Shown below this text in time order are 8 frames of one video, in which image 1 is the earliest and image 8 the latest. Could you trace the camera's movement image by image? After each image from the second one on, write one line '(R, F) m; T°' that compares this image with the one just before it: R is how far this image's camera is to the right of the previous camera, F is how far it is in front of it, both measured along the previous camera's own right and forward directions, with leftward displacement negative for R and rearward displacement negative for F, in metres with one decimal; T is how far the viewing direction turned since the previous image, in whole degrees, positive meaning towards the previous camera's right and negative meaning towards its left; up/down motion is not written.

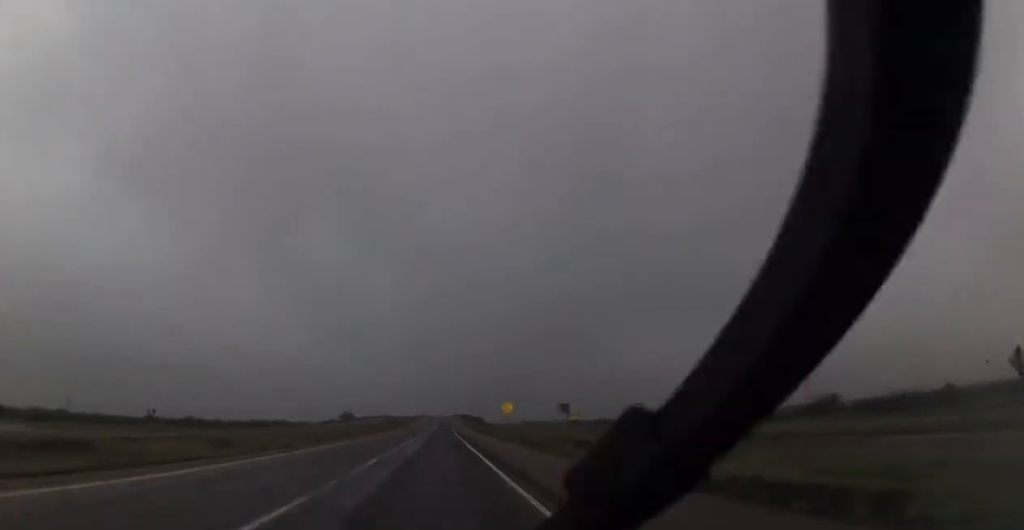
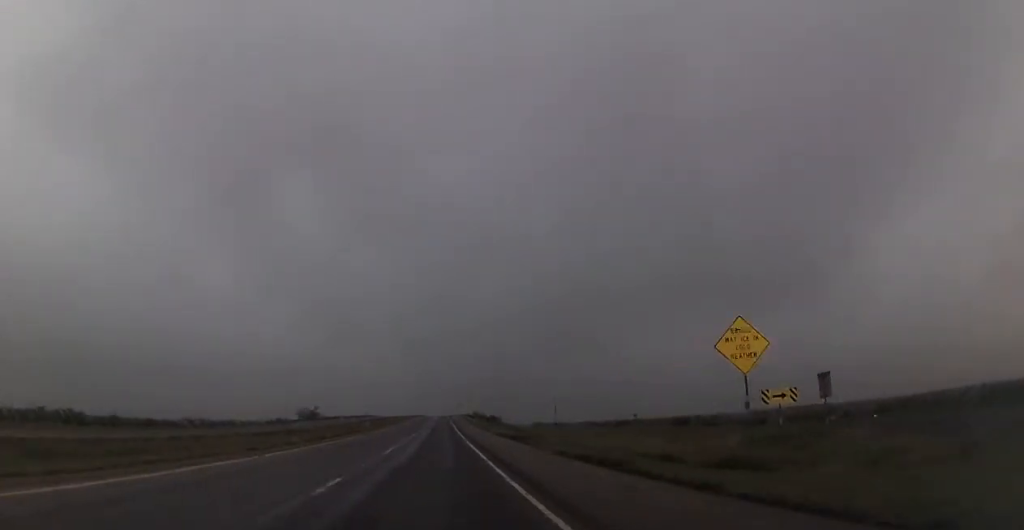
(+0.2, +67.8) m; +1°
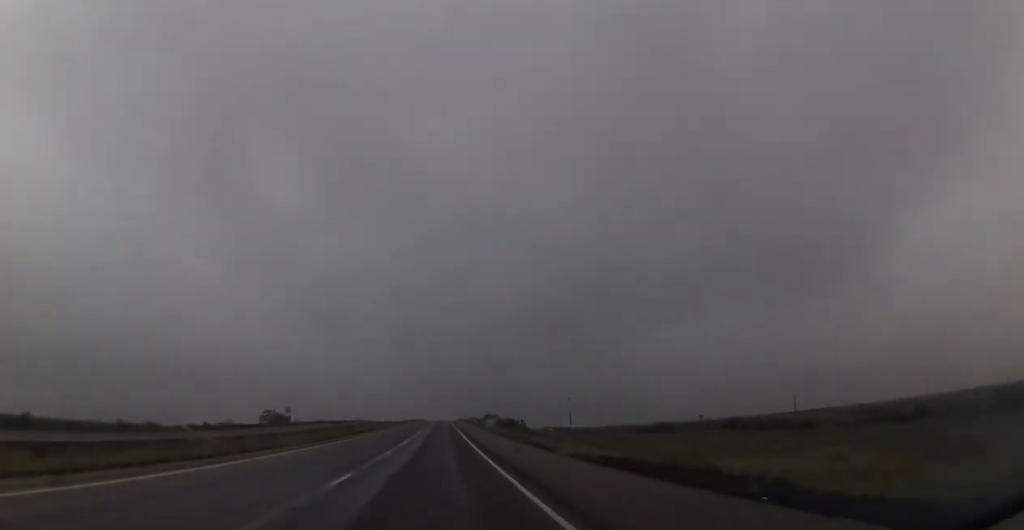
(-0.1, +35.1) m; 0°
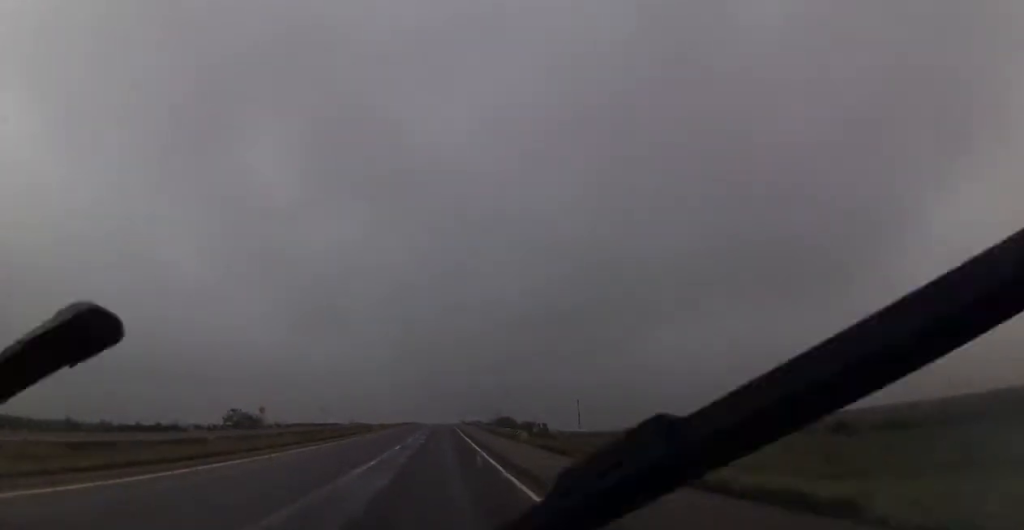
(0.0, +21.8) m; 0°
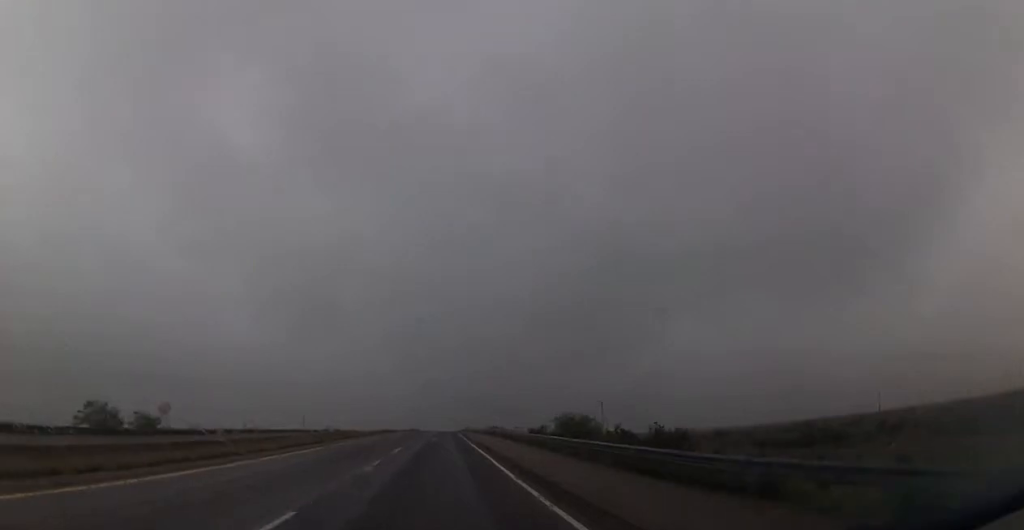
(-0.1, +45.9) m; 0°
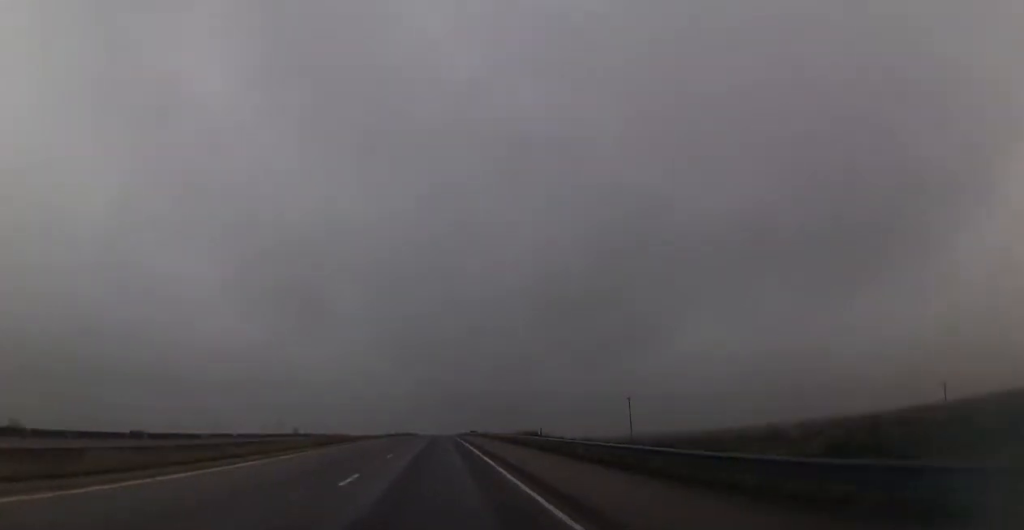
(-0.1, +40.7) m; 0°
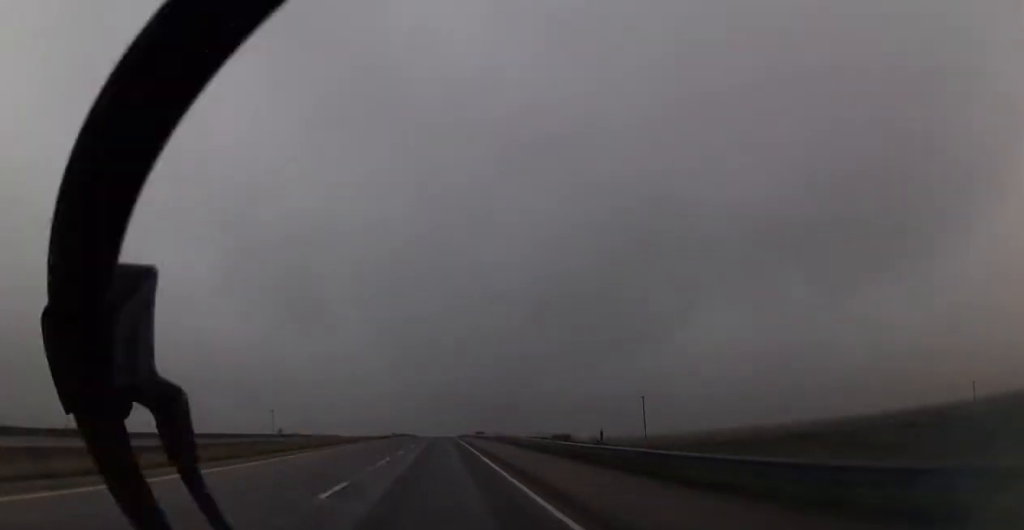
(0.0, +14.4) m; 0°
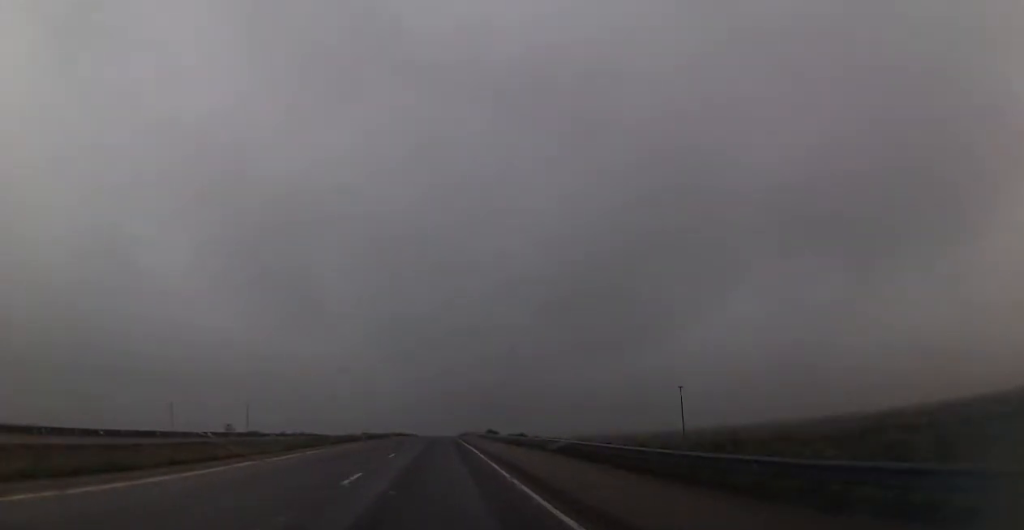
(-0.1, +33.5) m; -1°
